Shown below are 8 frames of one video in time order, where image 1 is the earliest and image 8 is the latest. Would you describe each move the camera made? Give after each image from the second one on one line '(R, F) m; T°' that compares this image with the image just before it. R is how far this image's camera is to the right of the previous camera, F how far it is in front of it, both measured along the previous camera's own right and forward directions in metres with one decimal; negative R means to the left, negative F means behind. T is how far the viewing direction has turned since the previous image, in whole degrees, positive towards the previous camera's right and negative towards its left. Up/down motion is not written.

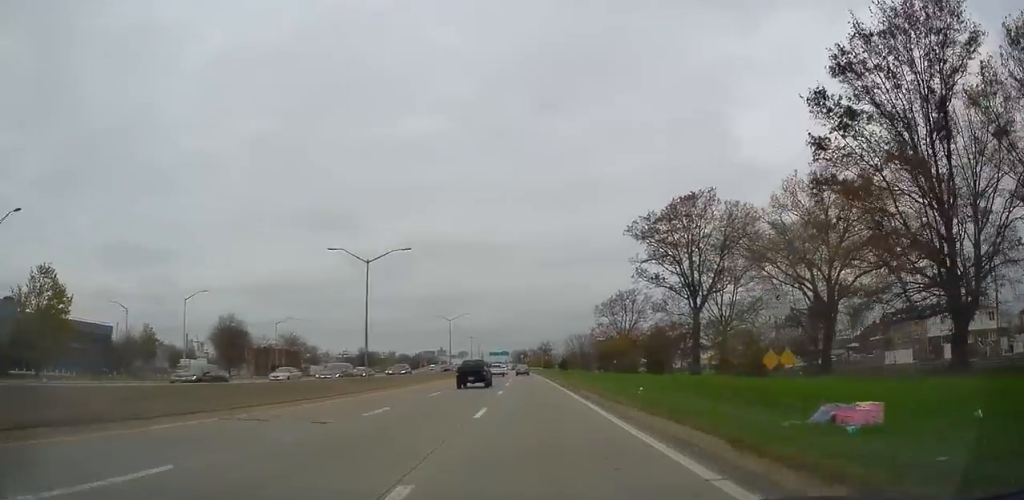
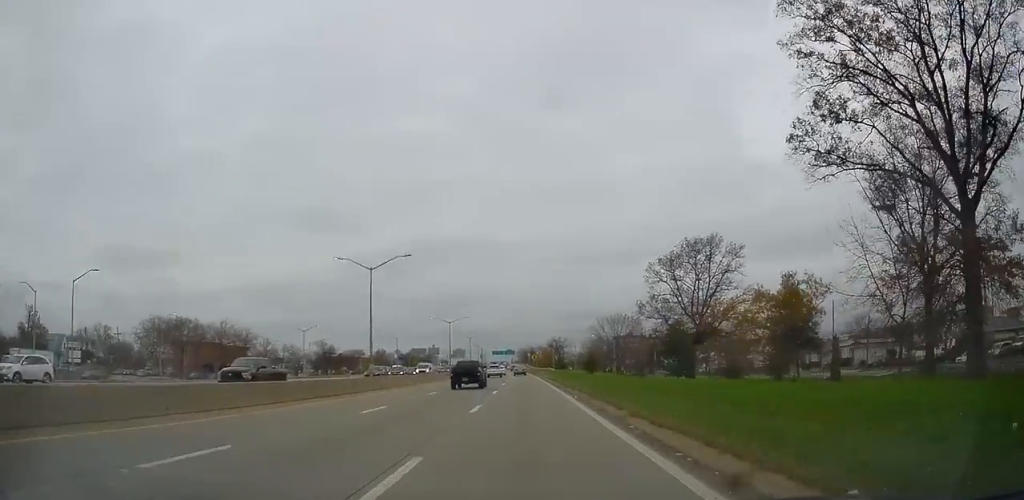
(+0.1, +45.3) m; 0°
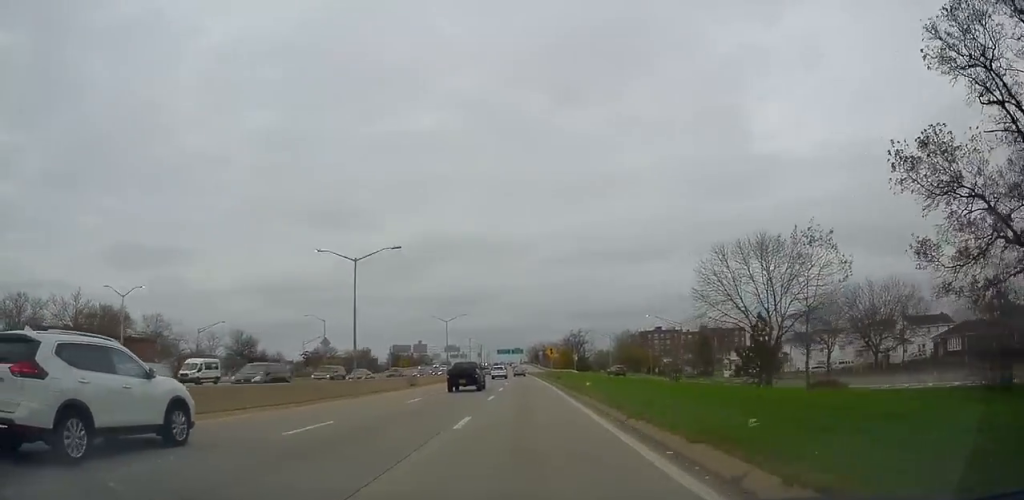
(-0.1, +52.5) m; -1°
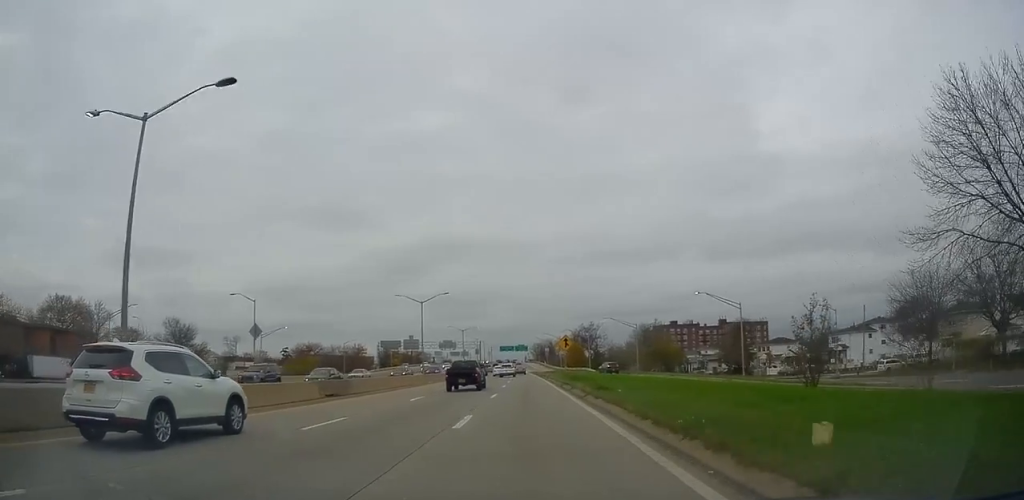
(0.0, +23.0) m; 0°
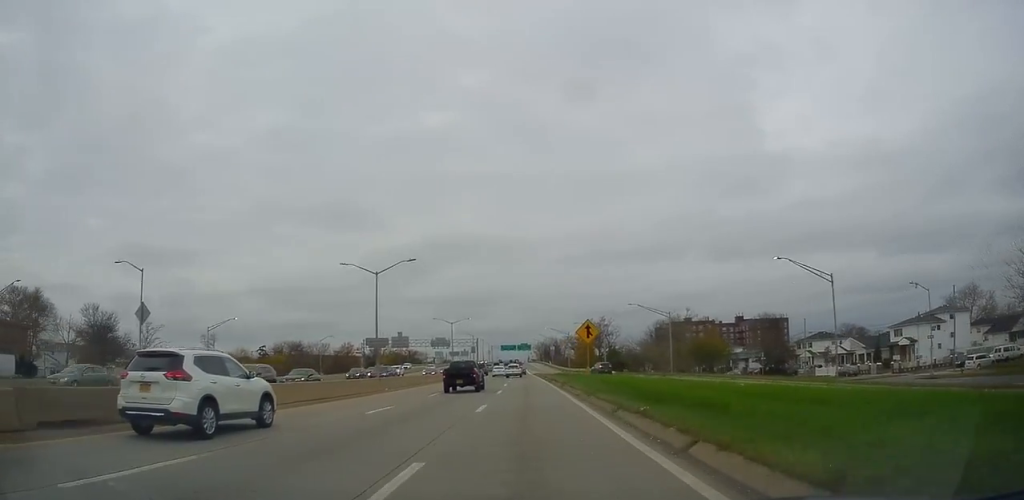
(0.0, +19.7) m; 0°
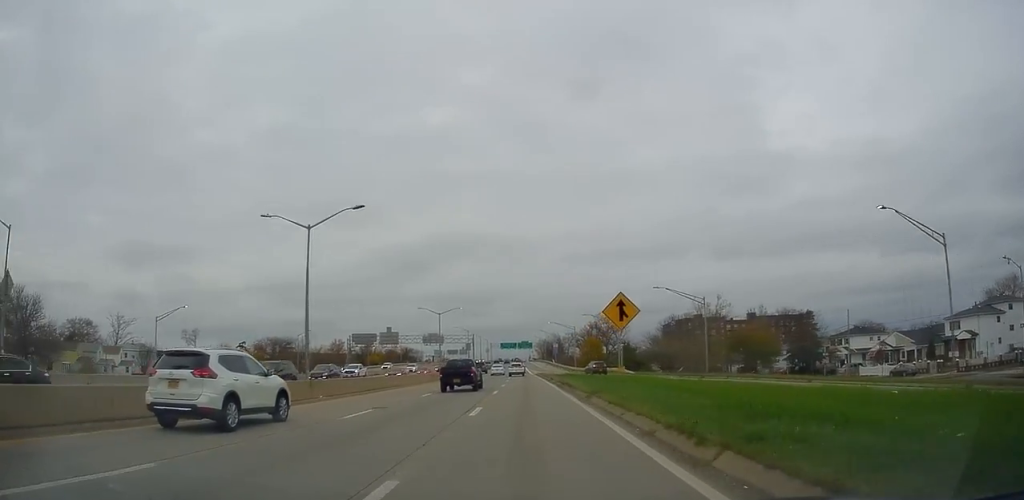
(0.0, +13.8) m; 0°
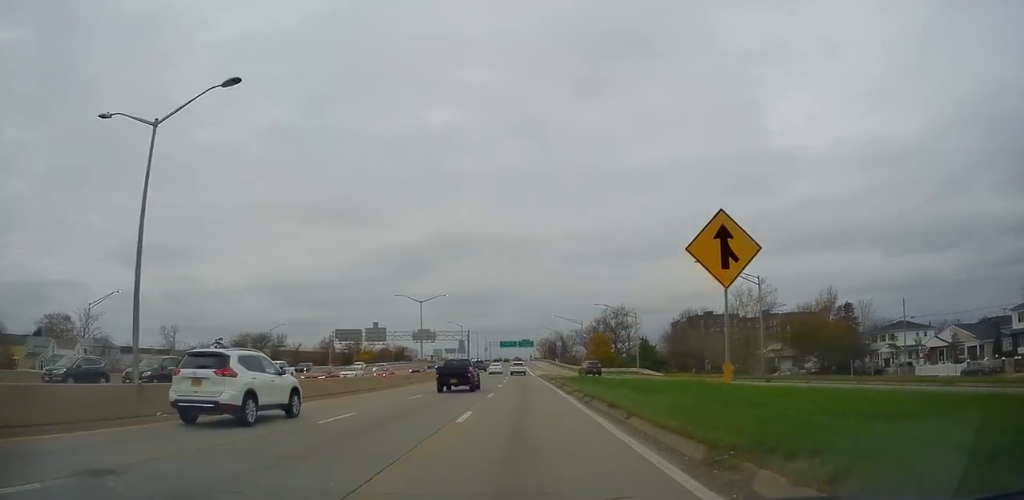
(+0.1, +13.9) m; -1°
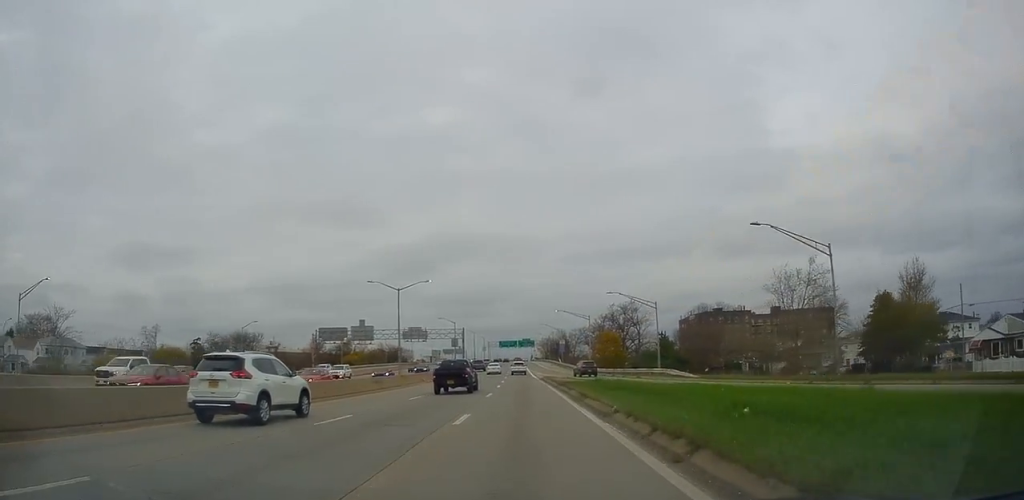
(0.0, +11.3) m; -1°
